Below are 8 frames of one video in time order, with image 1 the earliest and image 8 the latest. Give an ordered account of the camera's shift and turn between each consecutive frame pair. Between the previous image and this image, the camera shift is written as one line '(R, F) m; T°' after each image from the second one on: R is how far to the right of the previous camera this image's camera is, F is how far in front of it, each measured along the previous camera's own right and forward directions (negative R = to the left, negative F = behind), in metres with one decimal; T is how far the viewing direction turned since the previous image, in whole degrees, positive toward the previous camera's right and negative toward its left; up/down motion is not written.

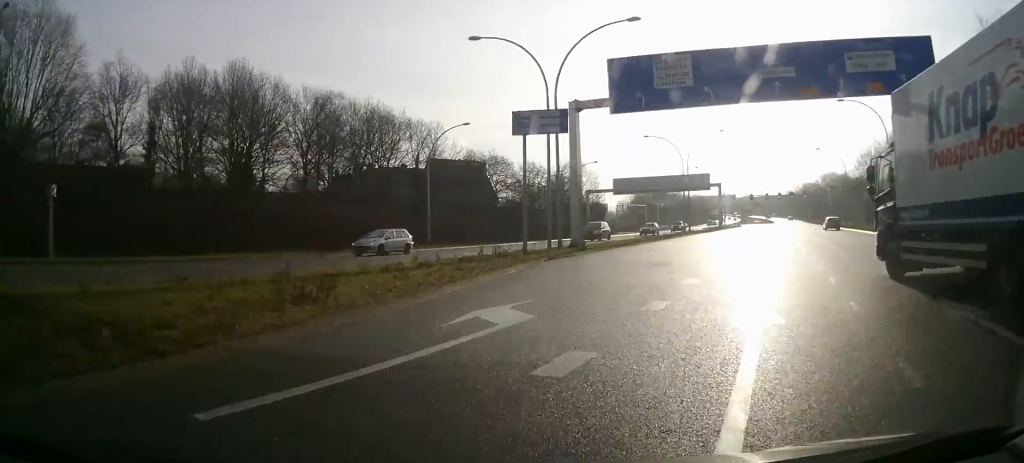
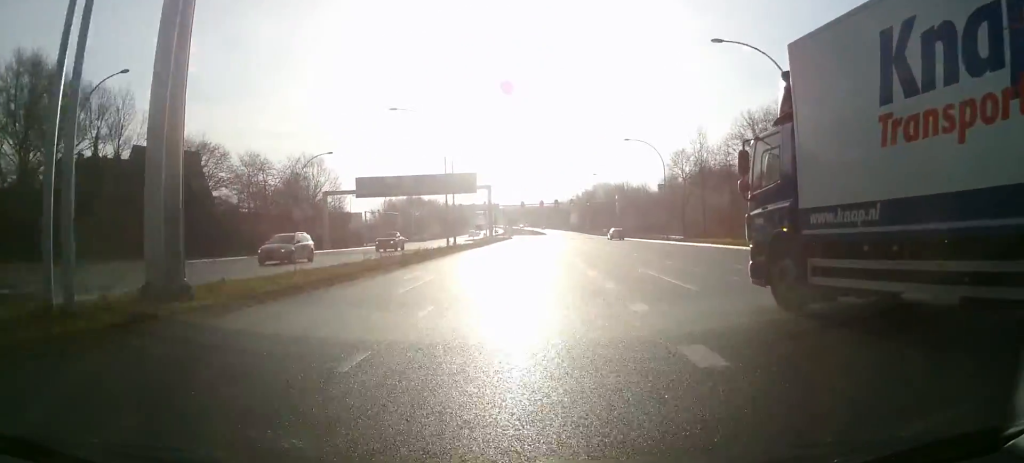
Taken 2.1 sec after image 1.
(+4.5, +16.3) m; +32°
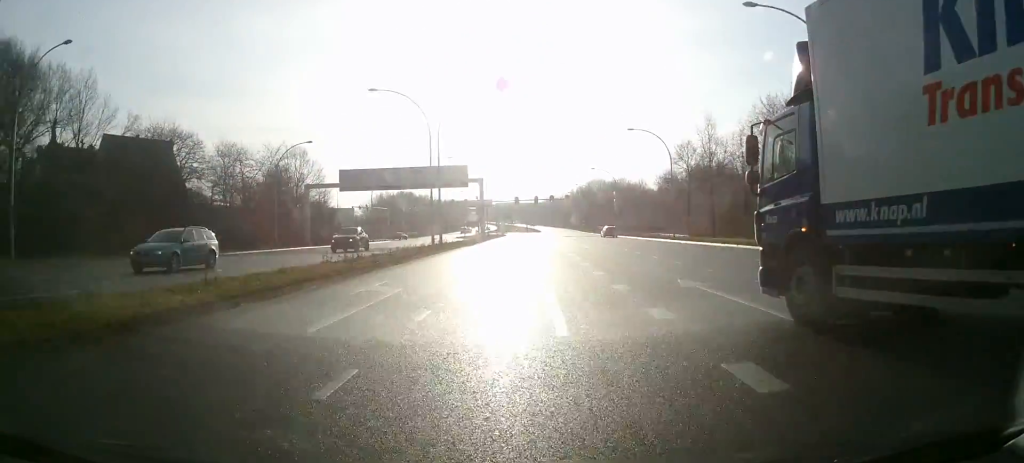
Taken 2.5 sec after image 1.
(+0.3, +4.0) m; +8°
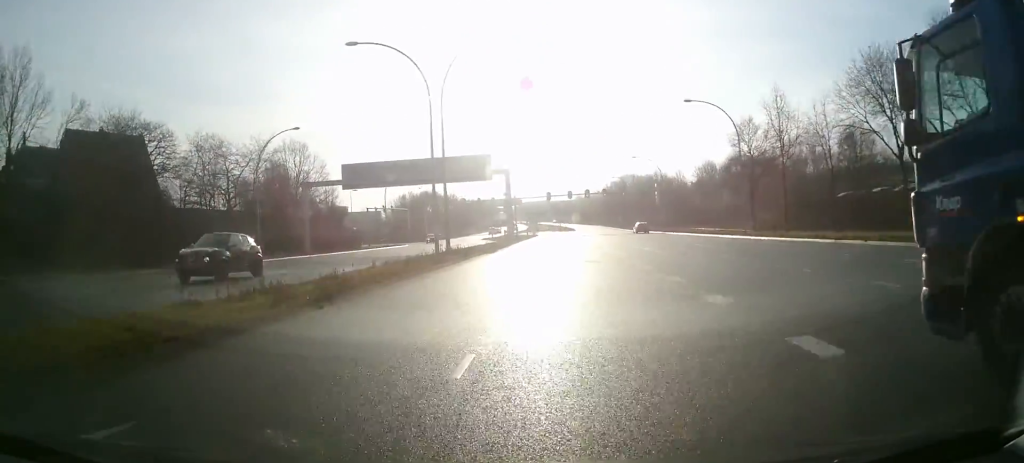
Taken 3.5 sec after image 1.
(+1.2, +9.3) m; +5°
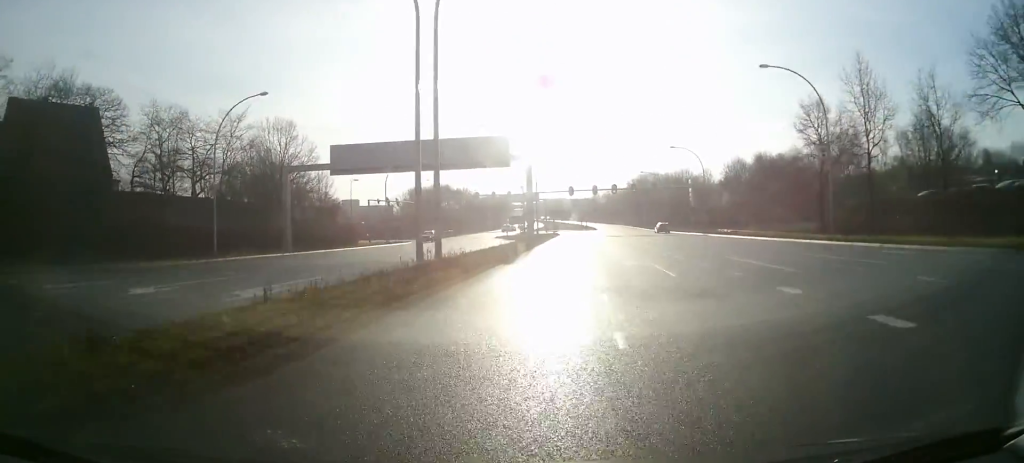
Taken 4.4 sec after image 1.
(-0.2, +10.1) m; +1°
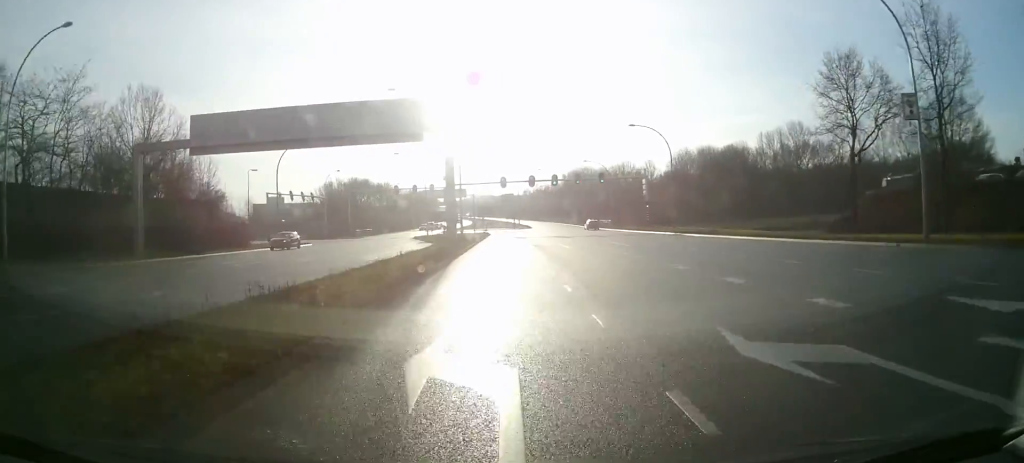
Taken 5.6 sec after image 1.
(+0.5, +15.1) m; +3°
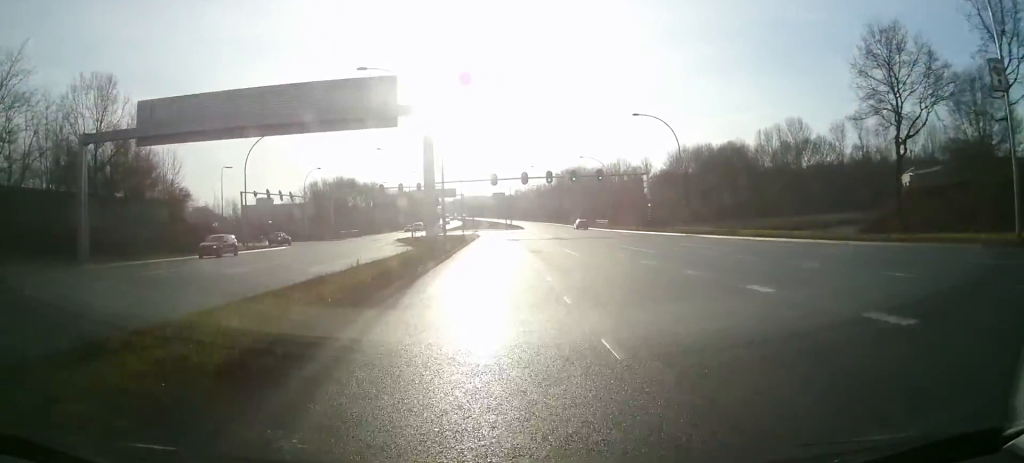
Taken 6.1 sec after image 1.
(0.0, +6.3) m; +1°
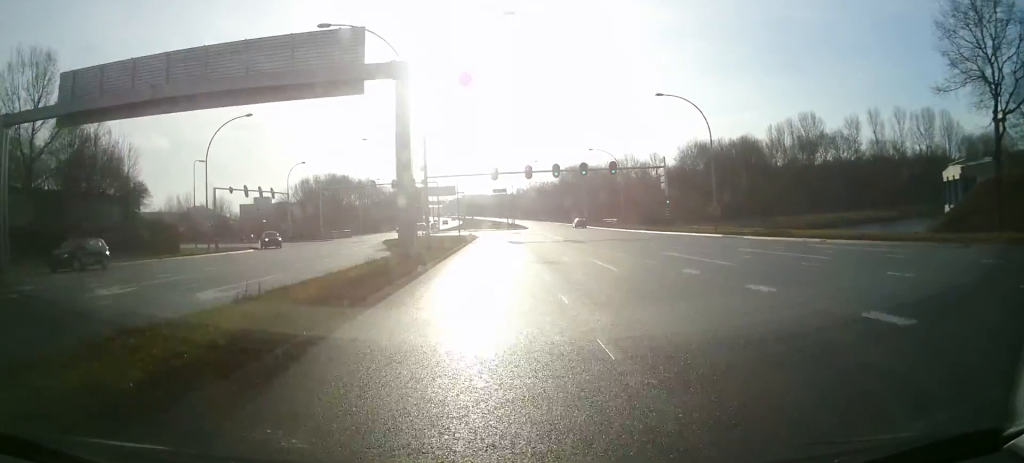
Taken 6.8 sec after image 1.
(0.0, +8.7) m; 0°
